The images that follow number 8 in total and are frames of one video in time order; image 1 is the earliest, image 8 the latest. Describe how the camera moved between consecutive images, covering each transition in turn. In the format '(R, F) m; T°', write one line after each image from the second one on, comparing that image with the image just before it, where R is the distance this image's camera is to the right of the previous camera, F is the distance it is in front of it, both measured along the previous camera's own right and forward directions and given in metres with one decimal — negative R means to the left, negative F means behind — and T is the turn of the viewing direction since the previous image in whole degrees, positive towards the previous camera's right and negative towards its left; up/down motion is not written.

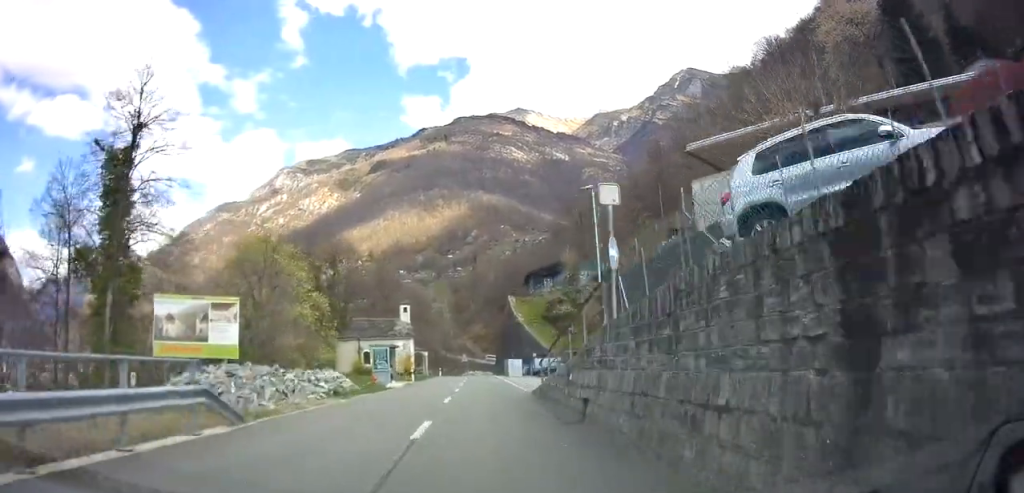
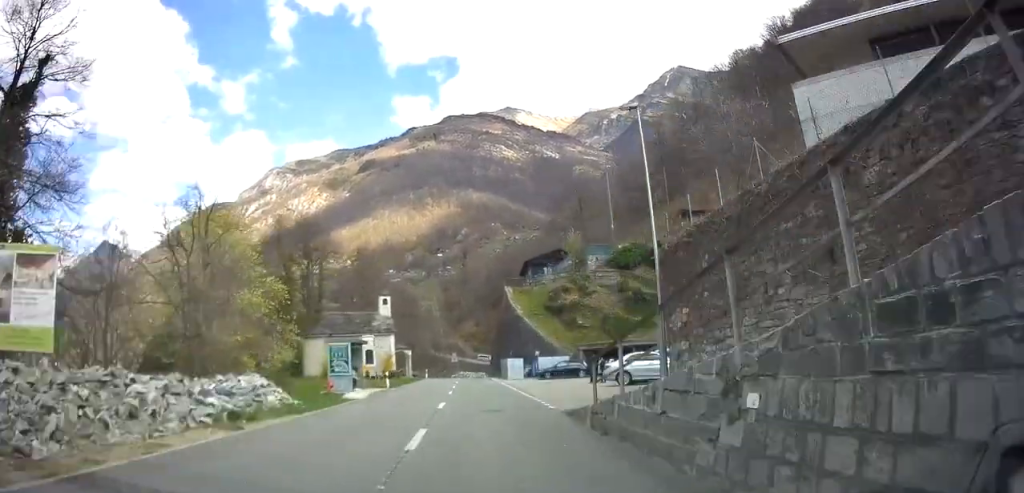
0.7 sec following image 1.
(-0.1, +8.8) m; +5°
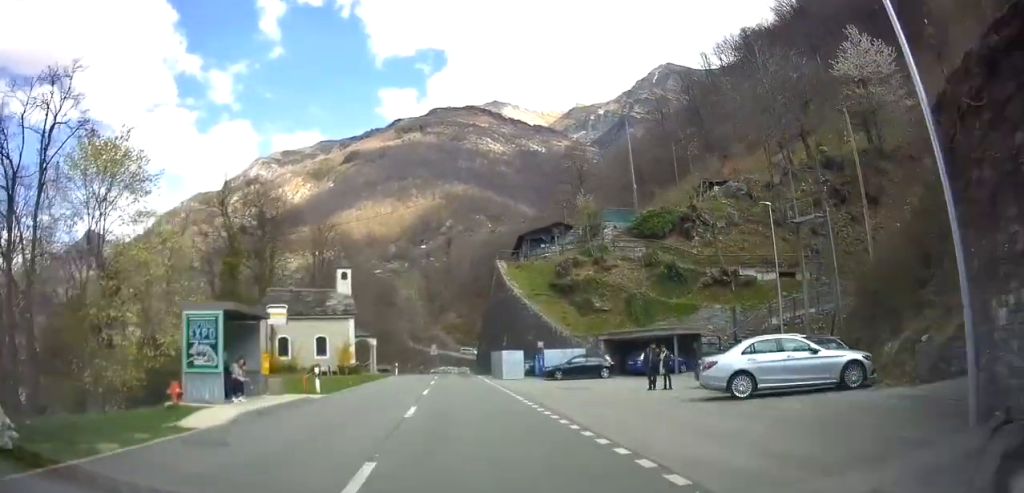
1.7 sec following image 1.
(+1.2, +13.5) m; +2°
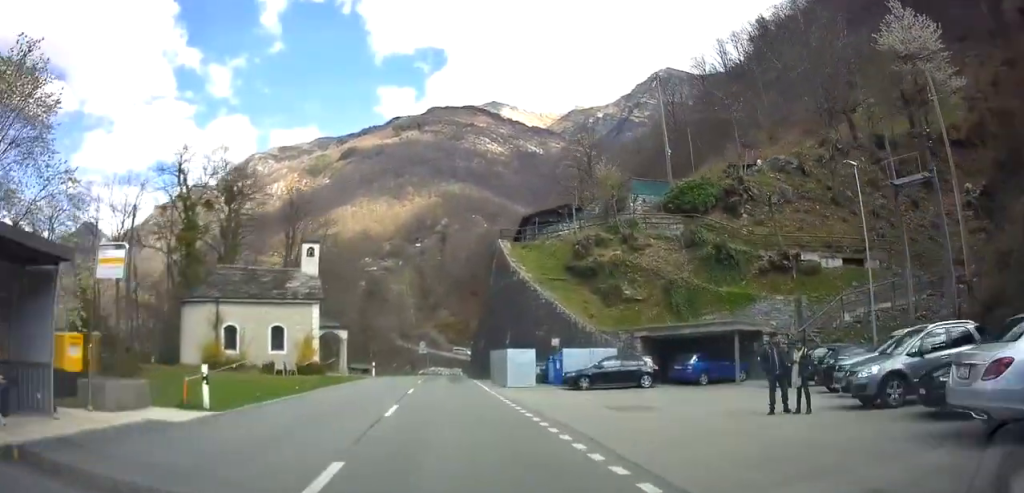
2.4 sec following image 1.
(-0.5, +9.9) m; -3°
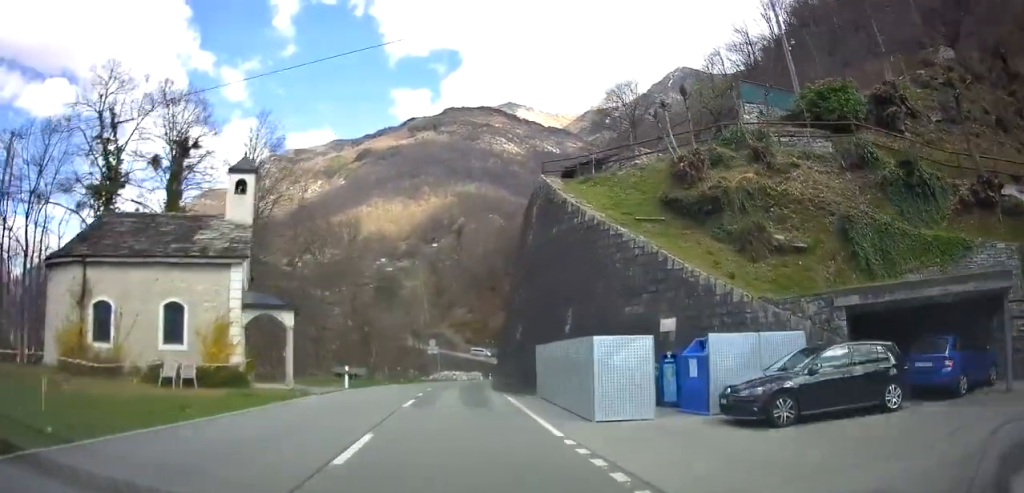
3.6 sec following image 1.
(-0.6, +15.8) m; -3°
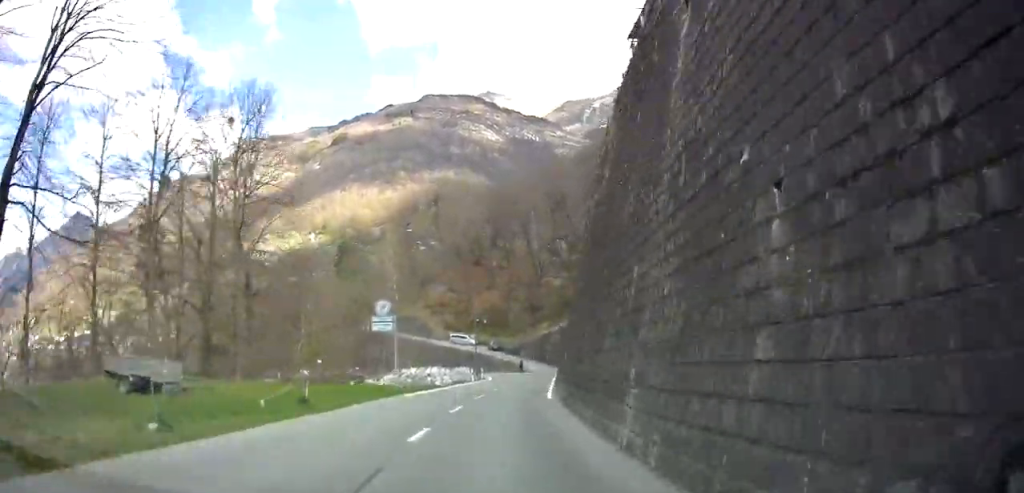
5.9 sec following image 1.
(+0.7, +31.3) m; +6°
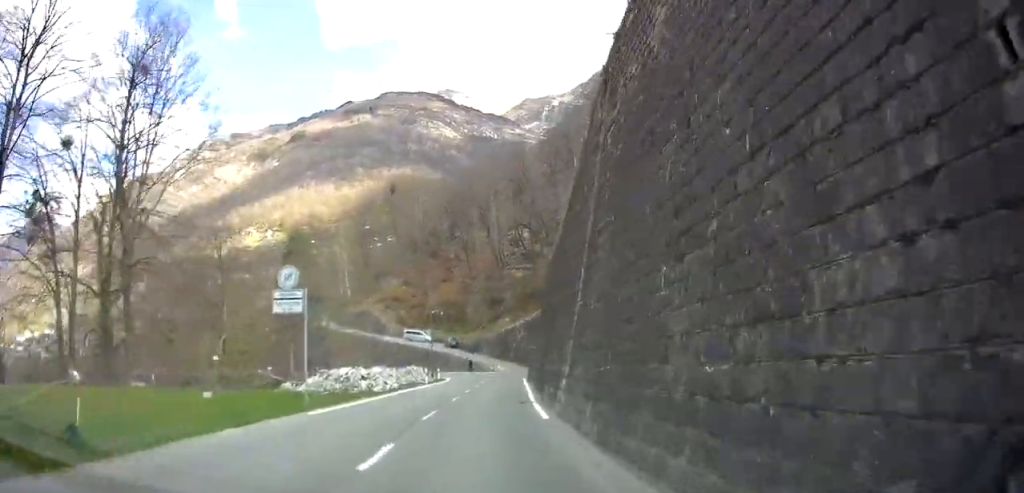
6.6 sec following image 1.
(+0.4, +8.7) m; +3°
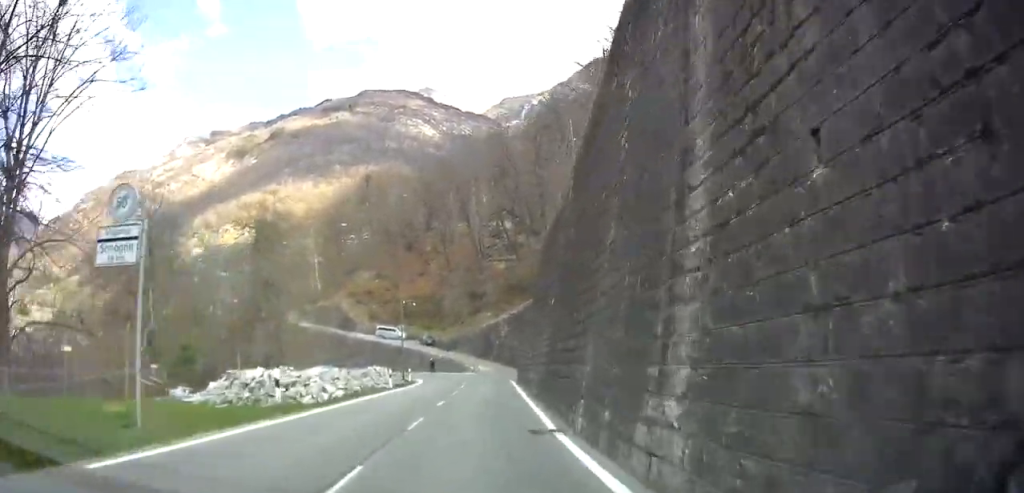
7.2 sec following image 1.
(+0.2, +7.7) m; +4°
